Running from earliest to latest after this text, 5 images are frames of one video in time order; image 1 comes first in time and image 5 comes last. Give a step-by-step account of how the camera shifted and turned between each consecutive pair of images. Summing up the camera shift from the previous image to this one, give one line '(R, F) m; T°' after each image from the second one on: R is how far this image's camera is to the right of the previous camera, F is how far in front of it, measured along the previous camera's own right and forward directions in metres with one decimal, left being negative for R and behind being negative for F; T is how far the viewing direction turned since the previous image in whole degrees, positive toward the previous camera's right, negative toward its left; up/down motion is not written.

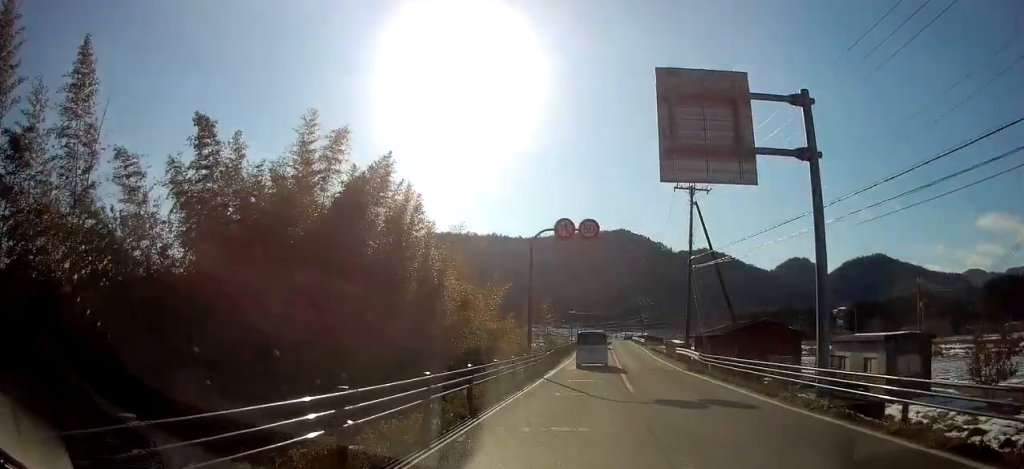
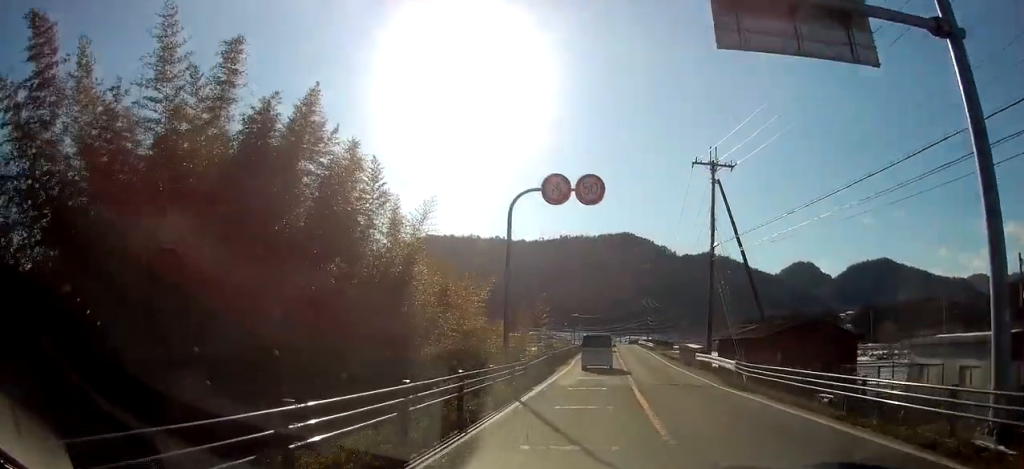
(-0.1, +7.3) m; 0°
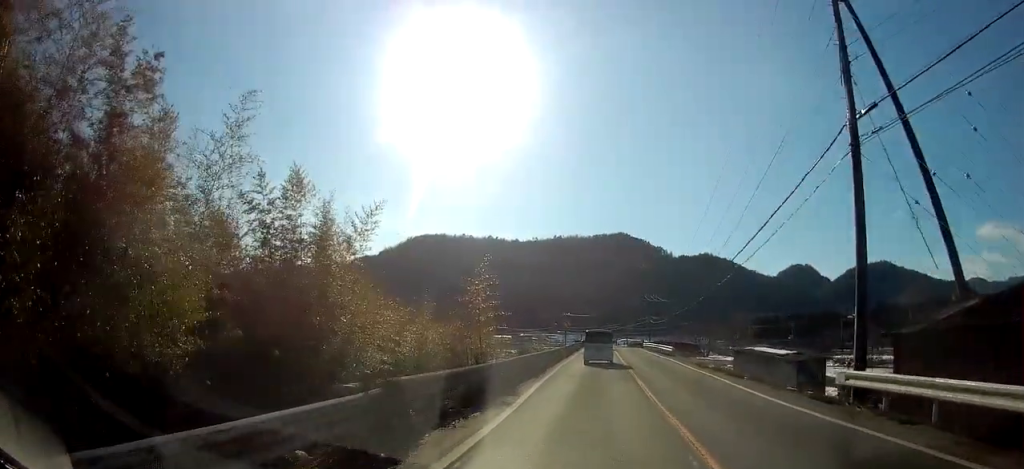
(+0.7, +21.9) m; +2°
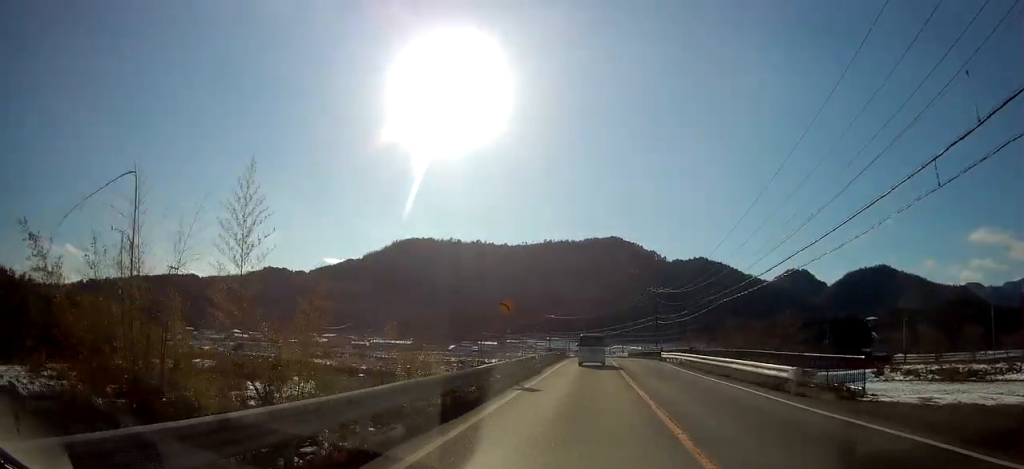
(+0.2, +32.0) m; +1°
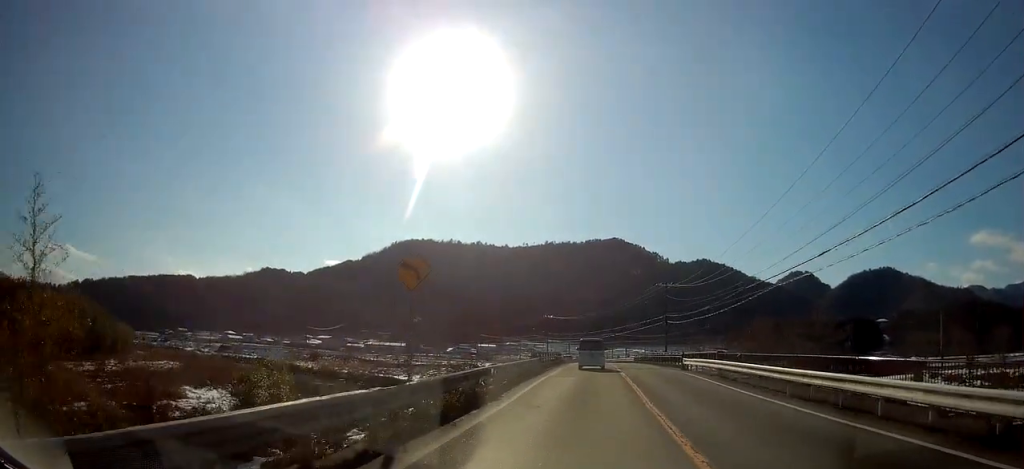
(-0.2, +11.6) m; -2°
